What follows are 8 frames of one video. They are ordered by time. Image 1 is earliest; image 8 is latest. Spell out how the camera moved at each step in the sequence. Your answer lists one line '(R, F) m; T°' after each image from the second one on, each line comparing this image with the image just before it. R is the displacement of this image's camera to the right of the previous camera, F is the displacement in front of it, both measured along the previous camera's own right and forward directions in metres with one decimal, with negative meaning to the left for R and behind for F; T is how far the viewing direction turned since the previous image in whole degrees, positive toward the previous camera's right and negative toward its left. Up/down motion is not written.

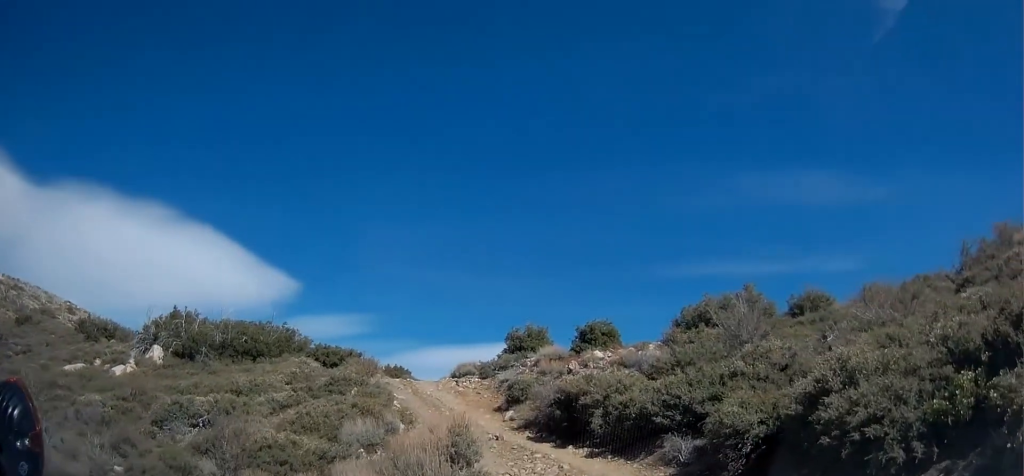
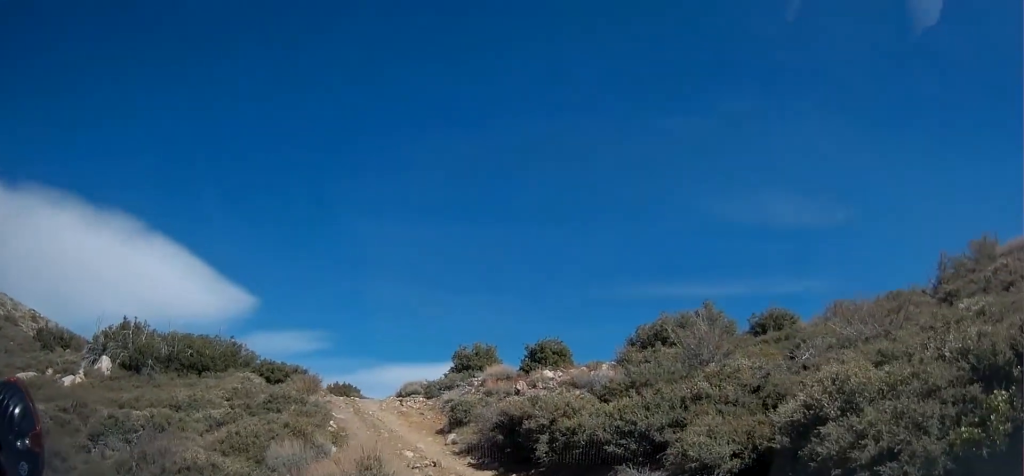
(+0.1, +1.1) m; +4°
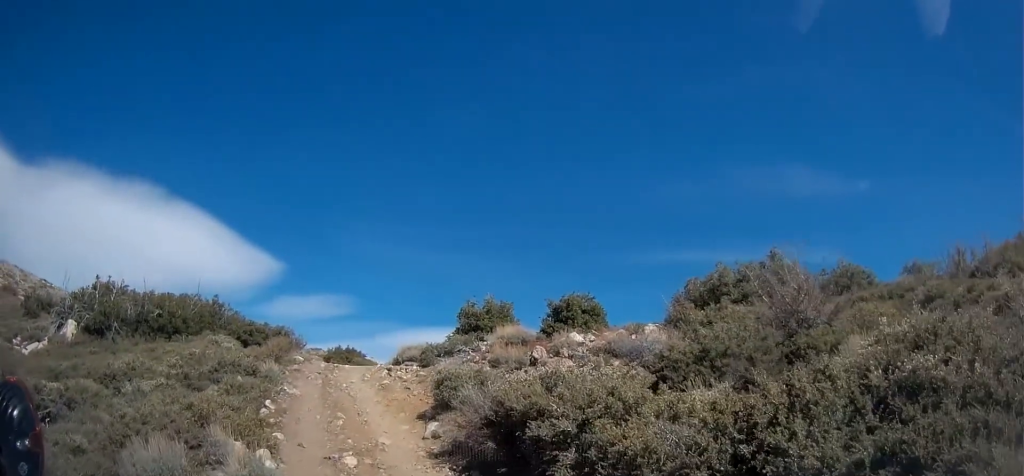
(+0.1, +4.9) m; -8°
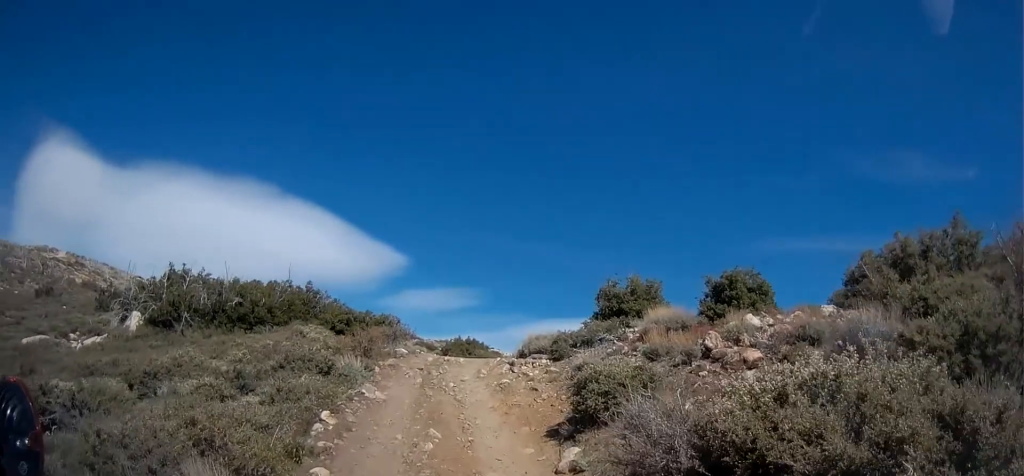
(-0.6, +3.8) m; -16°
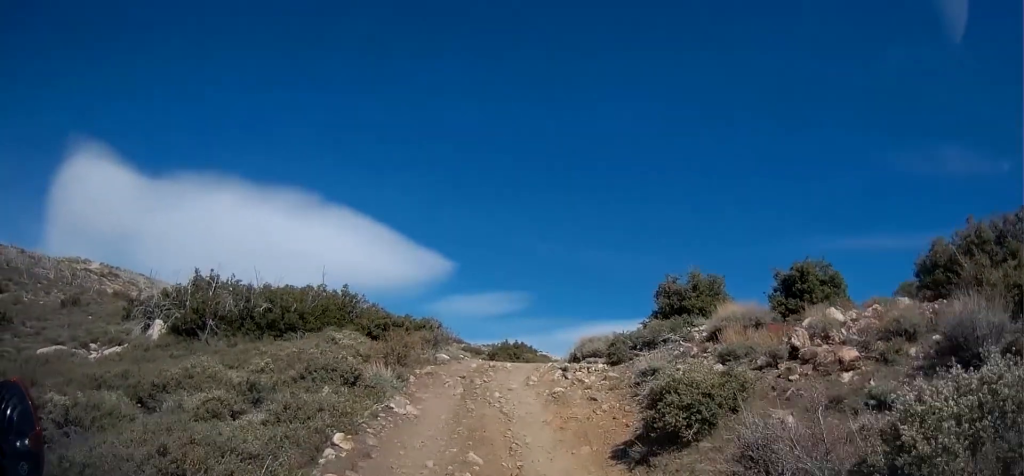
(-0.1, +1.5) m; -2°
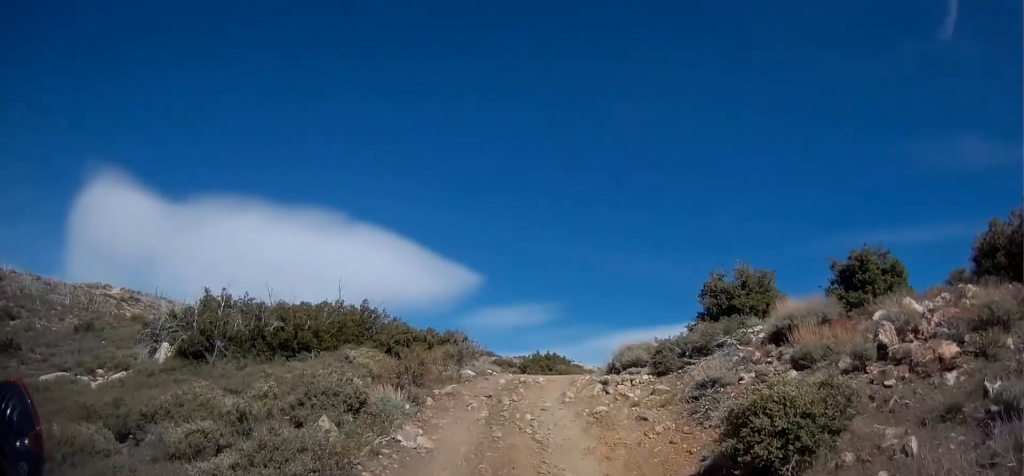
(0.0, +1.6) m; -3°
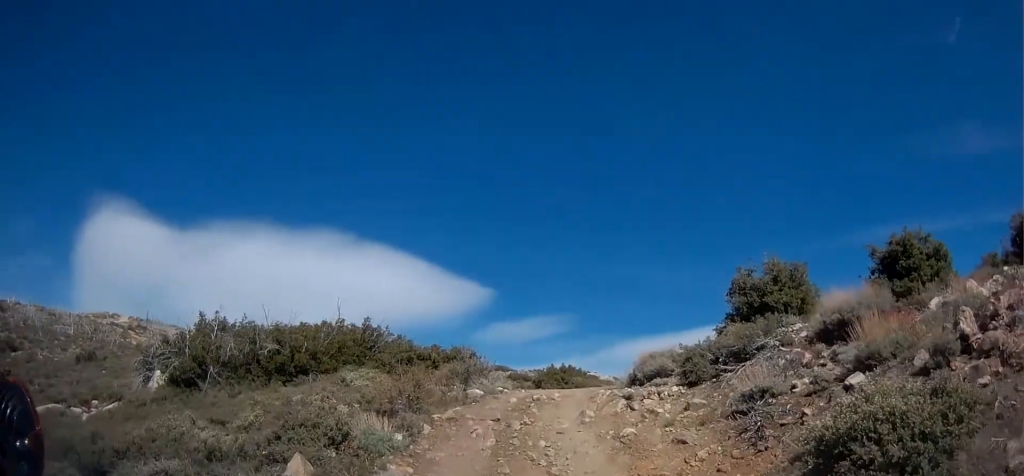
(0.0, +1.5) m; -1°
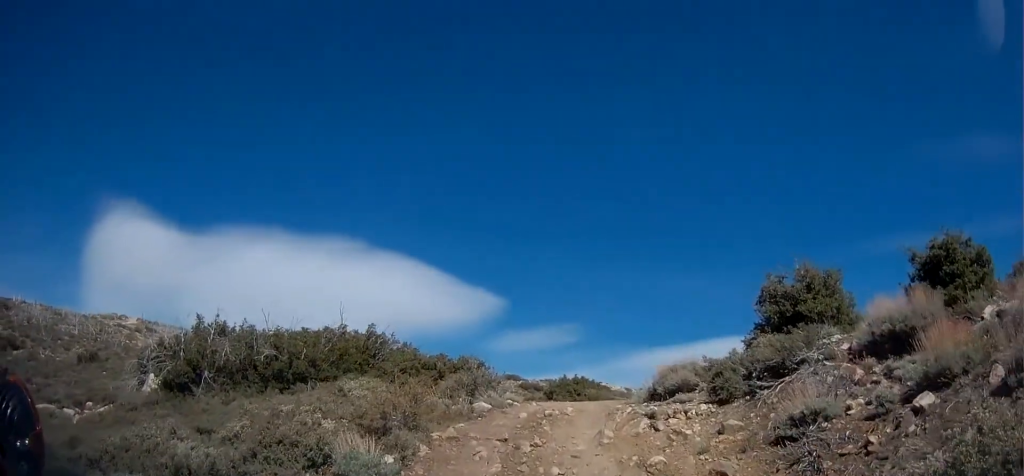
(-0.1, +1.2) m; +2°
